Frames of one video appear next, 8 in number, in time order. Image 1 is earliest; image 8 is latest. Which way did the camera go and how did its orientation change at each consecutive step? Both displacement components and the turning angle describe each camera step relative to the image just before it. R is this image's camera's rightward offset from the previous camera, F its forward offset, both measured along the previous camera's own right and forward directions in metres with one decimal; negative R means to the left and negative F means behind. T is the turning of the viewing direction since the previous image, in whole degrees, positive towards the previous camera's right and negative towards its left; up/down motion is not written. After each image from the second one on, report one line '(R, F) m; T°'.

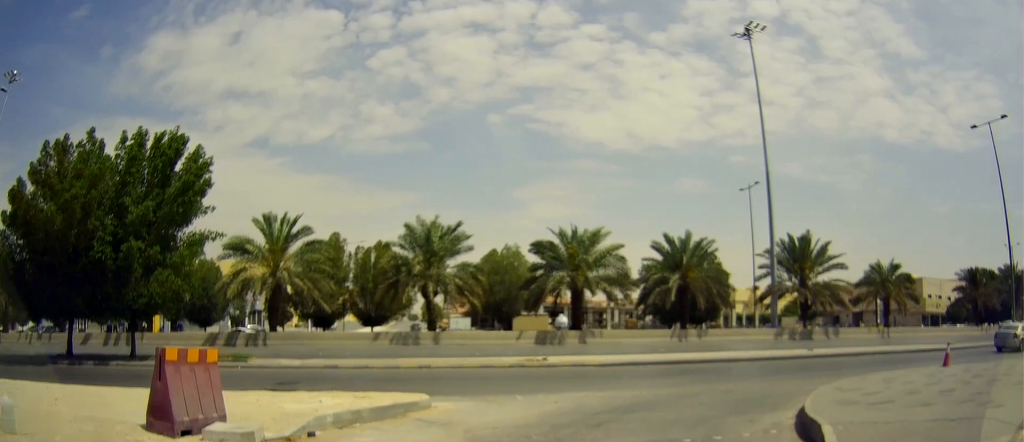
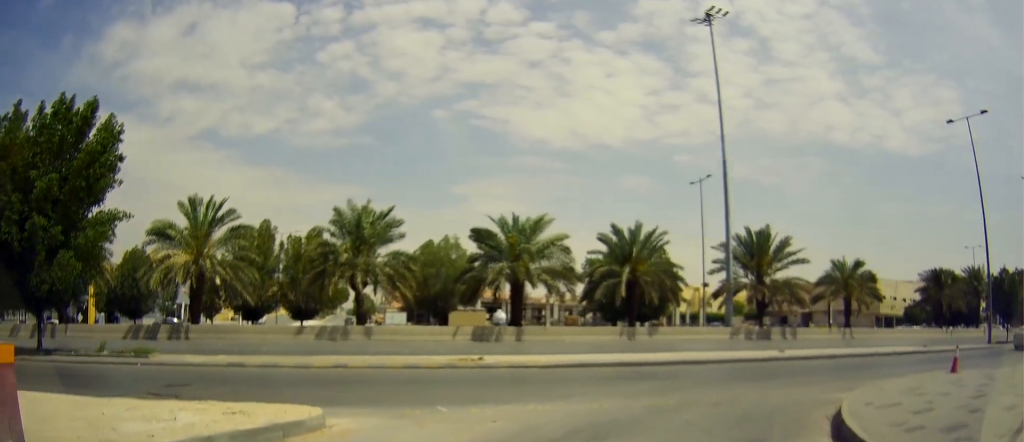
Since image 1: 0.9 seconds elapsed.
(+0.5, +4.5) m; 0°
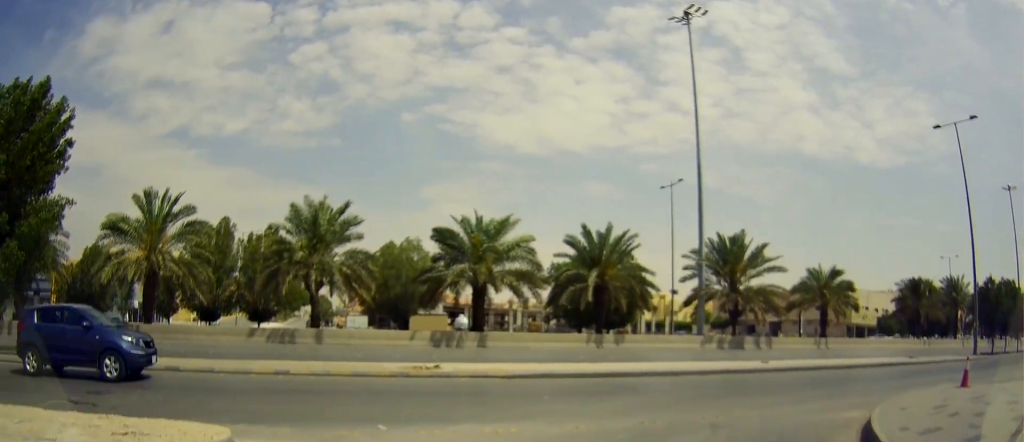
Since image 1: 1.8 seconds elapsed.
(-0.6, +3.9) m; -3°
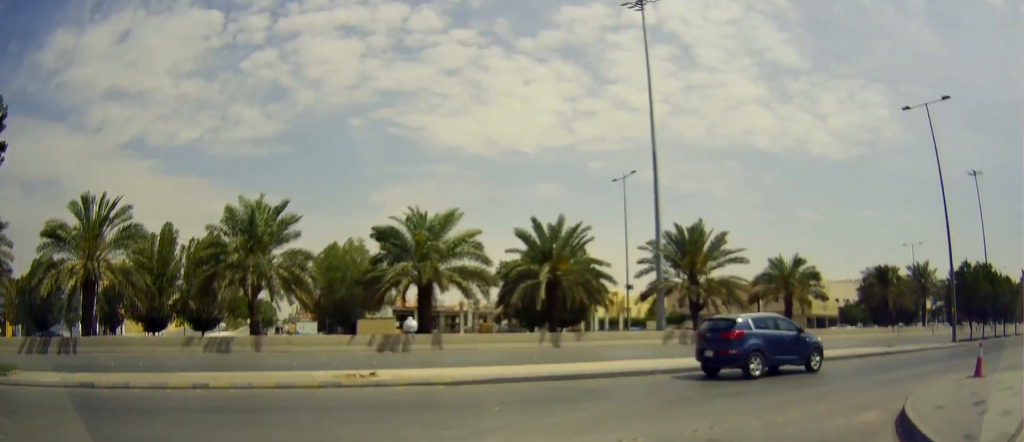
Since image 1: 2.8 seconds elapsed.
(+0.5, +3.3) m; +14°
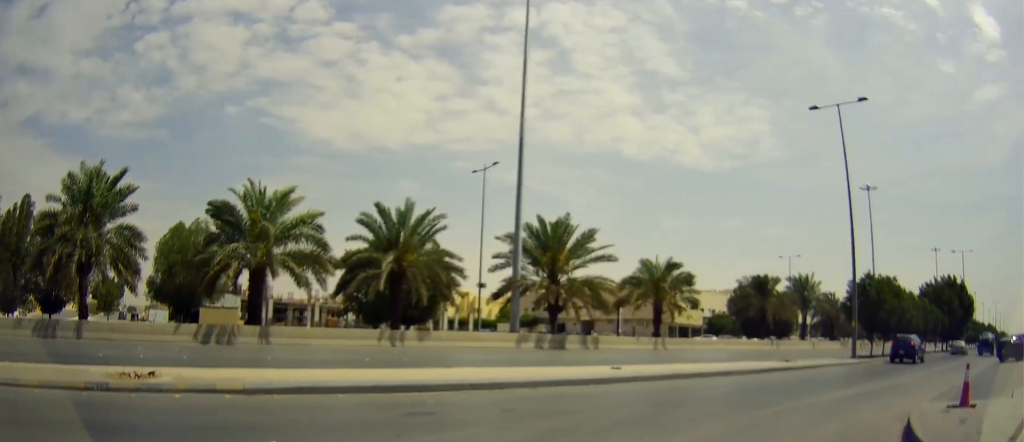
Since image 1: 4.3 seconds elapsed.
(+0.5, +3.2) m; +17°
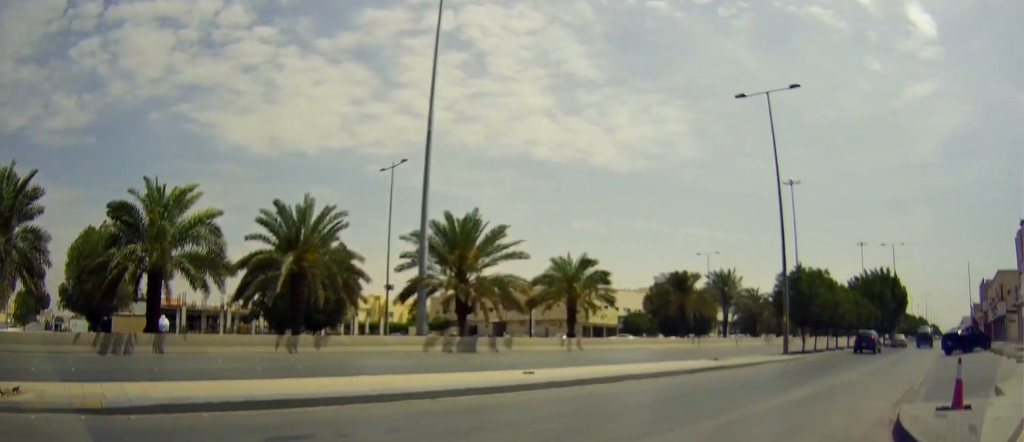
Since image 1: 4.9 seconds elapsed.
(0.0, +1.3) m; +7°
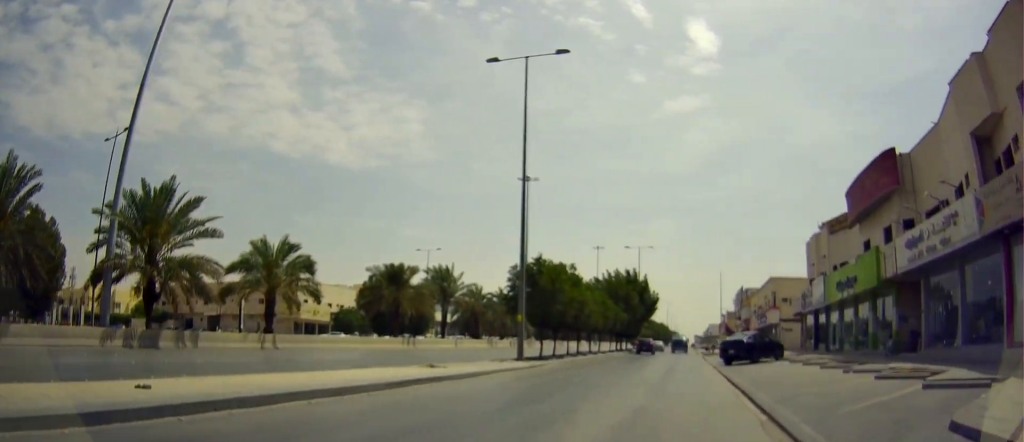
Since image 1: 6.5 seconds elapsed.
(+0.4, +4.7) m; +14°
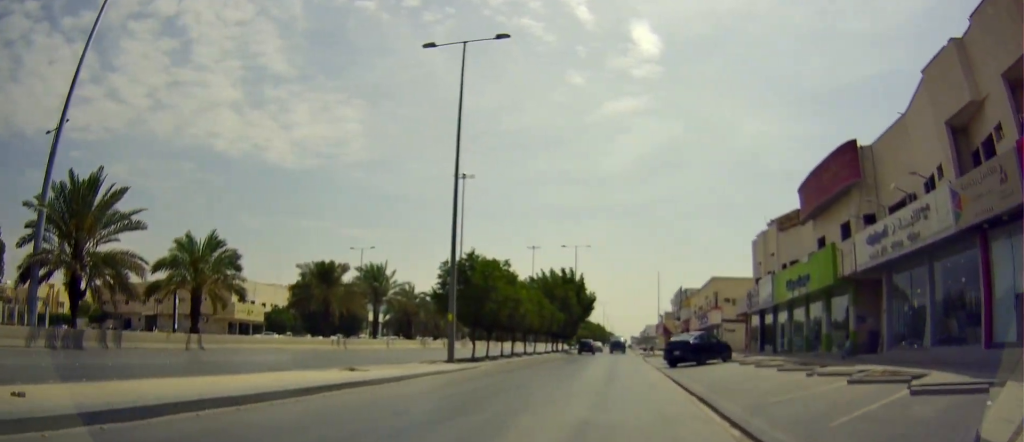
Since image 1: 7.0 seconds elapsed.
(+0.1, +1.4) m; +6°
